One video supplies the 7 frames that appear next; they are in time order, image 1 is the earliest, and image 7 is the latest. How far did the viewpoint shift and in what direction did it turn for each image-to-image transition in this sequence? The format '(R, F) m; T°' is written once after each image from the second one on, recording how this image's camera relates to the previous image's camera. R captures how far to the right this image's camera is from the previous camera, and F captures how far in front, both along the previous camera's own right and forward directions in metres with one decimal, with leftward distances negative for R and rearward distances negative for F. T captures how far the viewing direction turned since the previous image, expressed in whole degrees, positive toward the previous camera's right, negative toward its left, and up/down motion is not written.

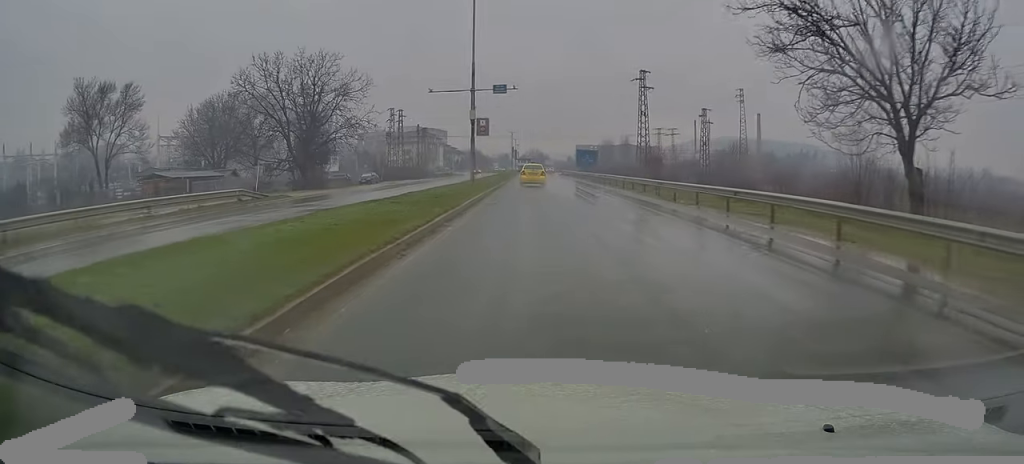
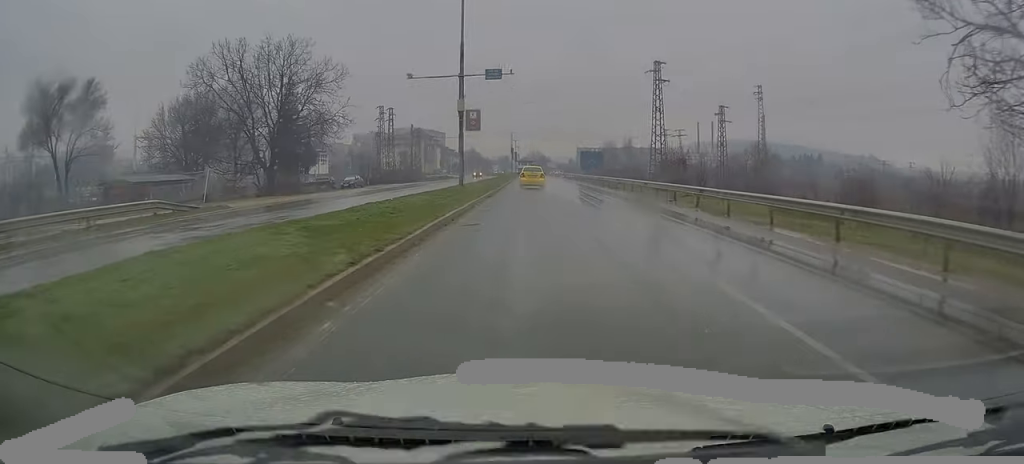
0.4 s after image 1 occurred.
(0.0, +8.0) m; 0°
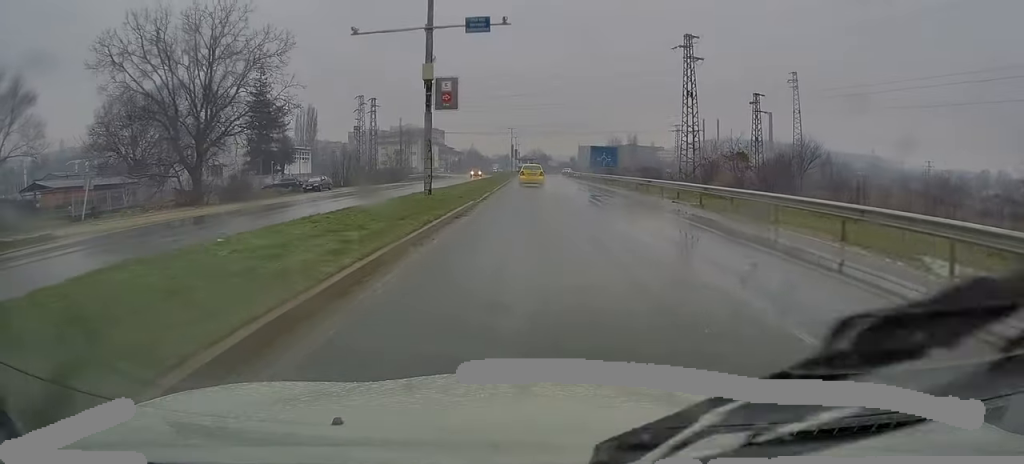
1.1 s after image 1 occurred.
(0.0, +12.2) m; 0°
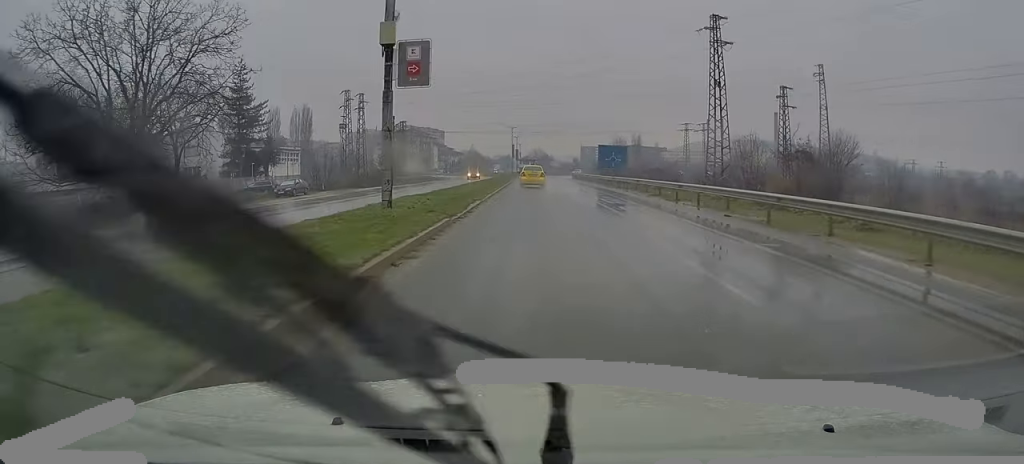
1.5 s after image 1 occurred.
(0.0, +7.2) m; 0°
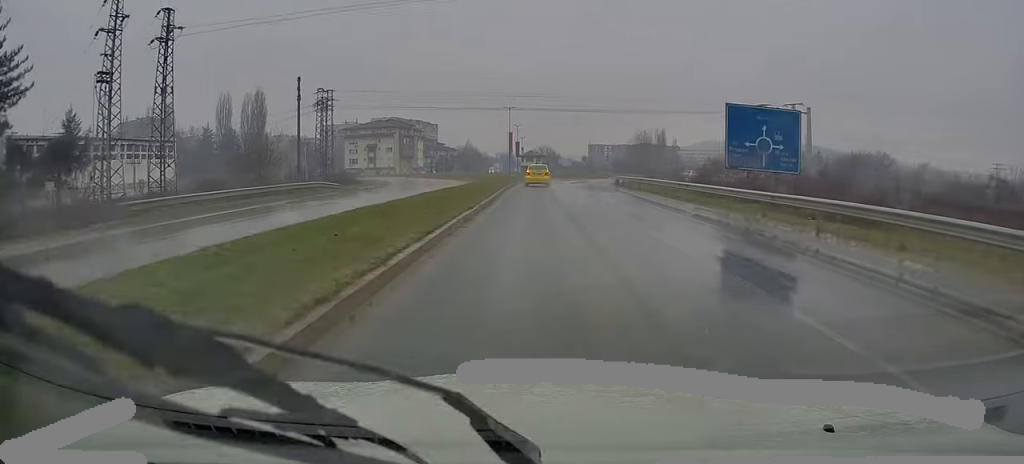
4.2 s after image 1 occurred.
(+0.1, +46.4) m; 0°
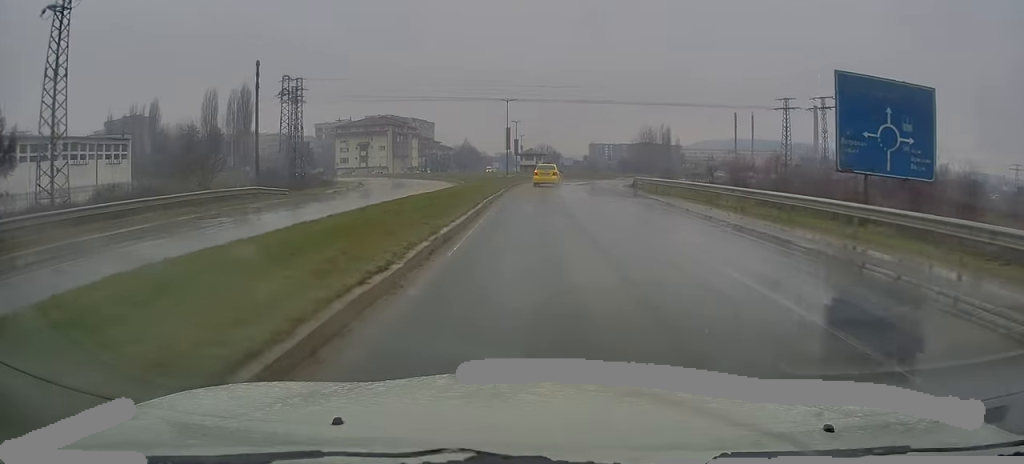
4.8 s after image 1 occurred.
(+0.2, +9.8) m; 0°
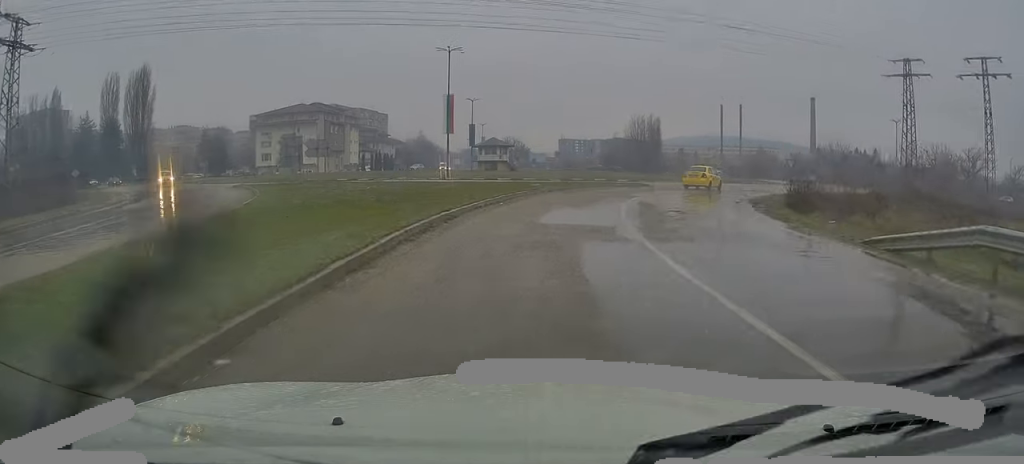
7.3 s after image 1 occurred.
(+0.7, +37.6) m; +6°
